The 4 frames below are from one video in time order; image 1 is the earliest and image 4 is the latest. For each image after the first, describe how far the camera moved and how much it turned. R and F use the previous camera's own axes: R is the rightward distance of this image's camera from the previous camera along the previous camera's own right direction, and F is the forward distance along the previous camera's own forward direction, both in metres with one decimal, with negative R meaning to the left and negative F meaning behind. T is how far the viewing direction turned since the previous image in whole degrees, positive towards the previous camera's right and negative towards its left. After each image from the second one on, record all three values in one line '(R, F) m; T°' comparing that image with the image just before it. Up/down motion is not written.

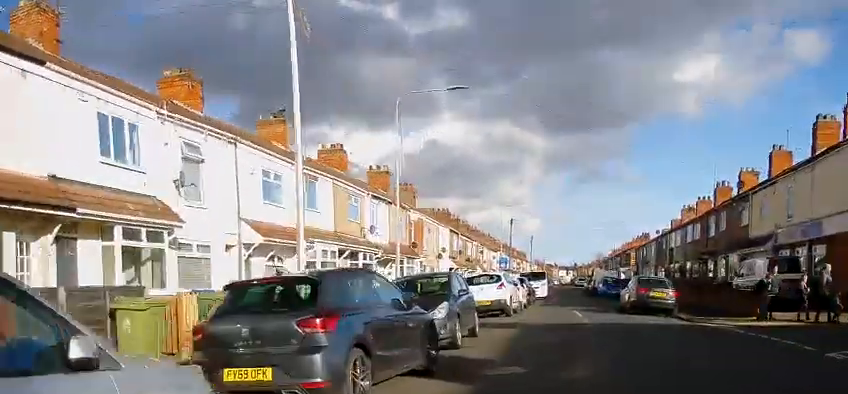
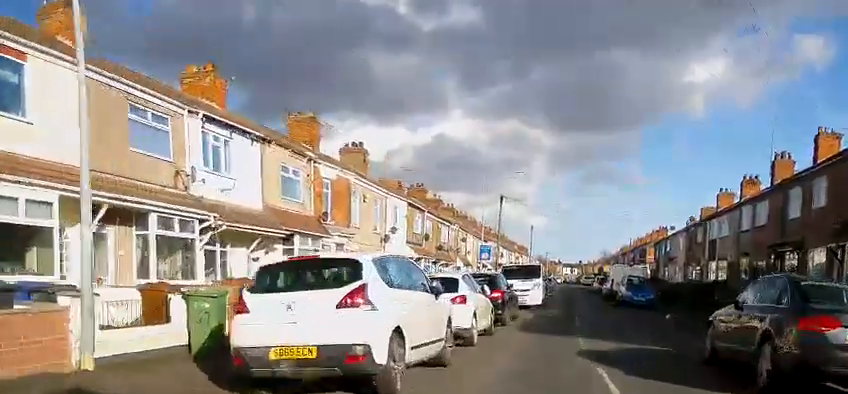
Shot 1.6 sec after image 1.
(-0.4, +16.5) m; -2°
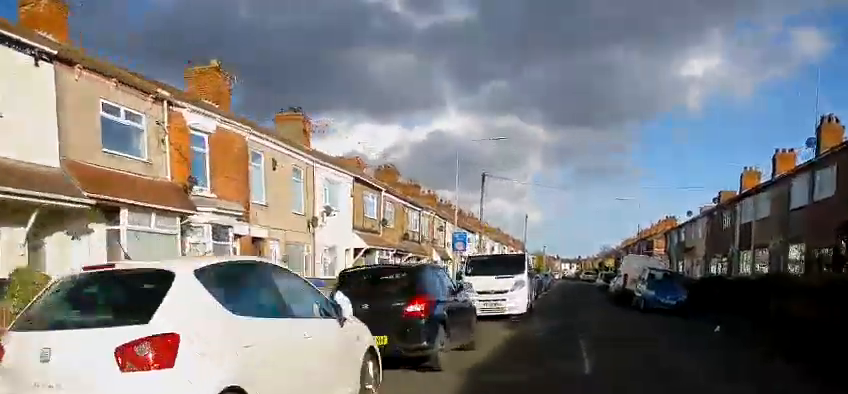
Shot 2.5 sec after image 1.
(0.0, +9.6) m; 0°
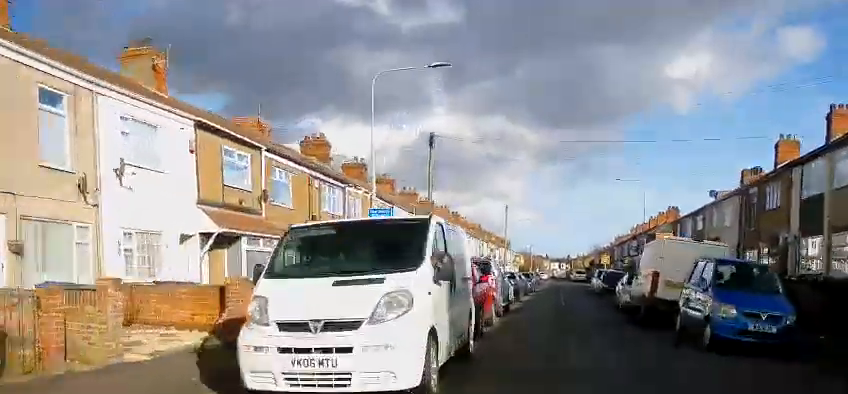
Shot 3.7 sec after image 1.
(0.0, +12.6) m; 0°
